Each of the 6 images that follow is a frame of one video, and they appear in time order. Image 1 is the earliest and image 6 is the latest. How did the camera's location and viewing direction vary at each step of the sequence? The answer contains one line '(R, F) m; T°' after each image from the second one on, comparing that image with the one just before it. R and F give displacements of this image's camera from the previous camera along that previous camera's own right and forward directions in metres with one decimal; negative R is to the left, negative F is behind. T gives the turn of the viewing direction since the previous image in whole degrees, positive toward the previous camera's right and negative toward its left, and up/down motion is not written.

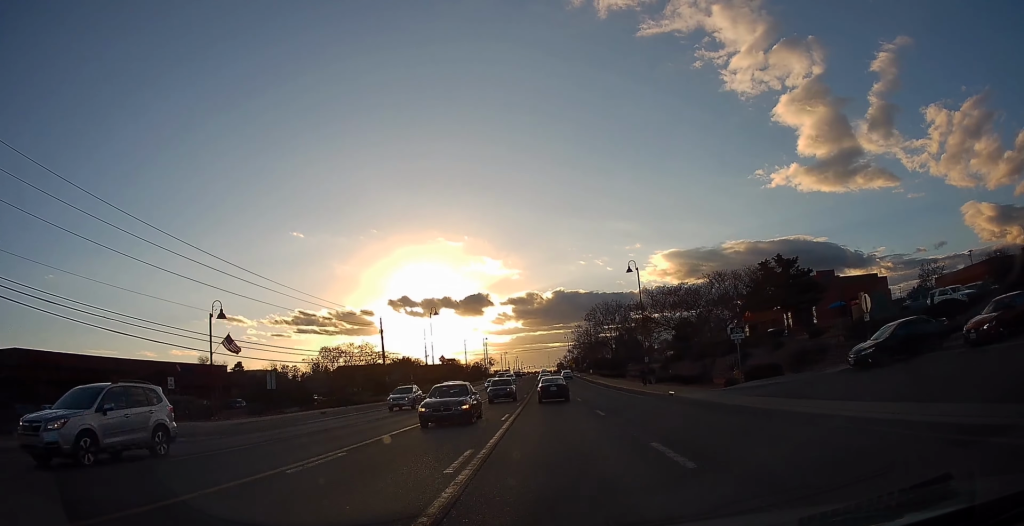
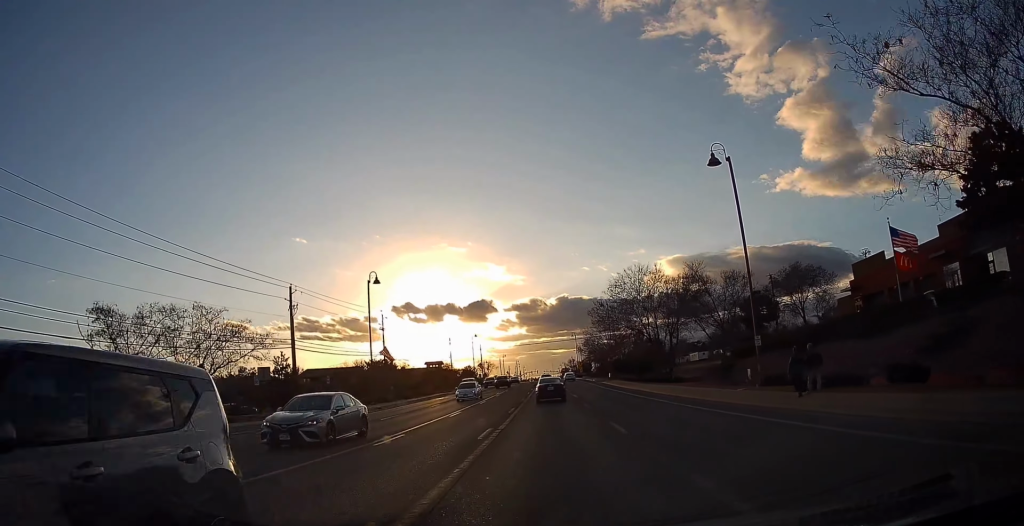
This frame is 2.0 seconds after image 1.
(0.0, +30.8) m; -1°
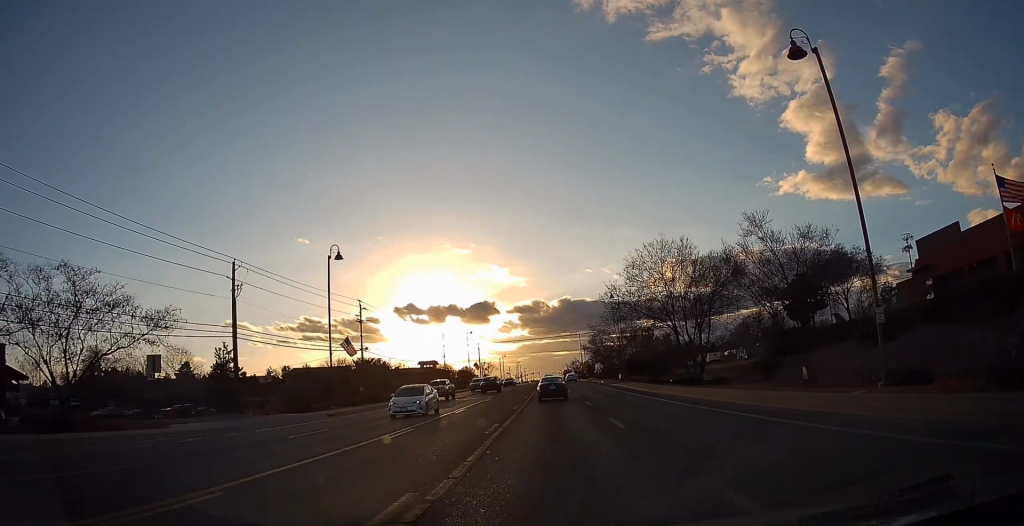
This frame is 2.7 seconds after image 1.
(+0.1, +10.8) m; +2°
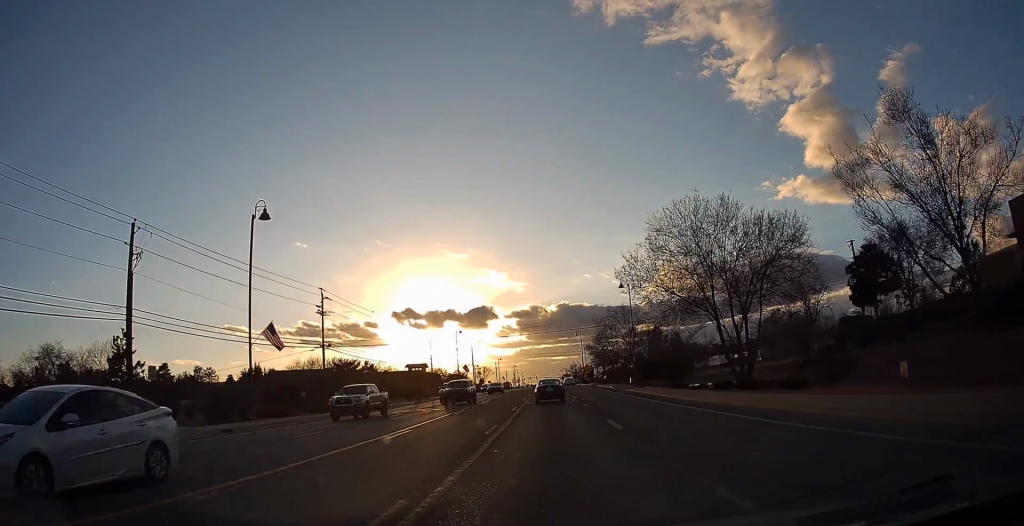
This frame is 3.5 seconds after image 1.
(+0.6, +12.0) m; +3°
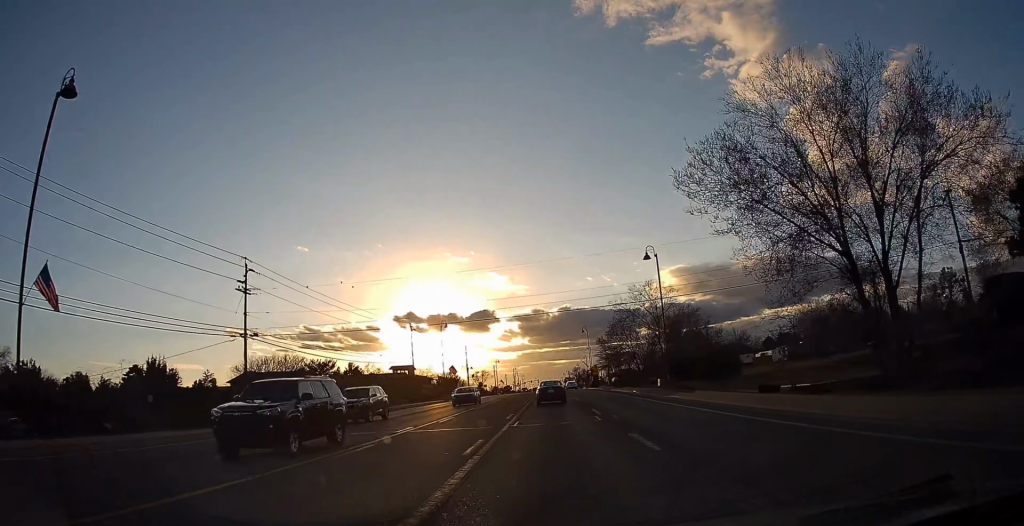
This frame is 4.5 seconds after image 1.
(0.0, +16.6) m; -1°
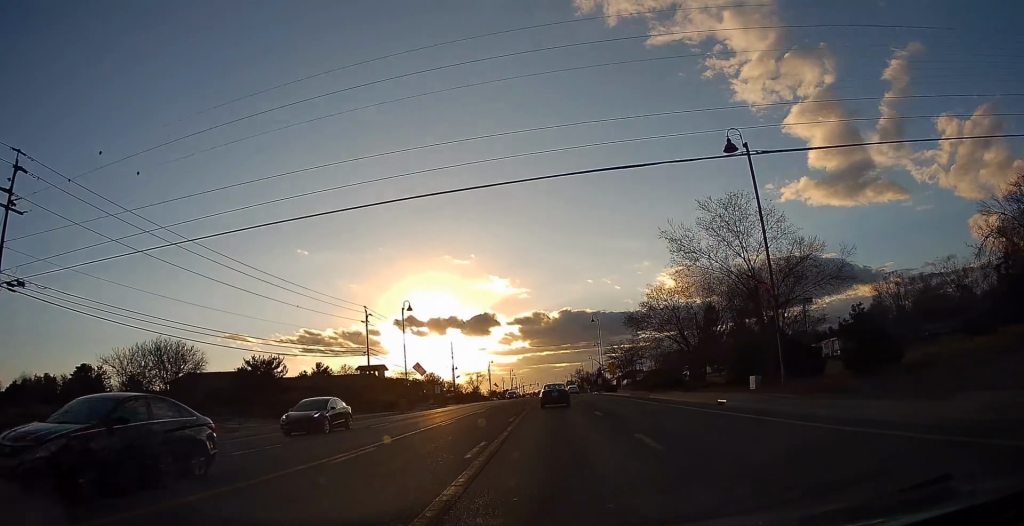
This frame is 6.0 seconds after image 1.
(-0.9, +24.3) m; -2°
